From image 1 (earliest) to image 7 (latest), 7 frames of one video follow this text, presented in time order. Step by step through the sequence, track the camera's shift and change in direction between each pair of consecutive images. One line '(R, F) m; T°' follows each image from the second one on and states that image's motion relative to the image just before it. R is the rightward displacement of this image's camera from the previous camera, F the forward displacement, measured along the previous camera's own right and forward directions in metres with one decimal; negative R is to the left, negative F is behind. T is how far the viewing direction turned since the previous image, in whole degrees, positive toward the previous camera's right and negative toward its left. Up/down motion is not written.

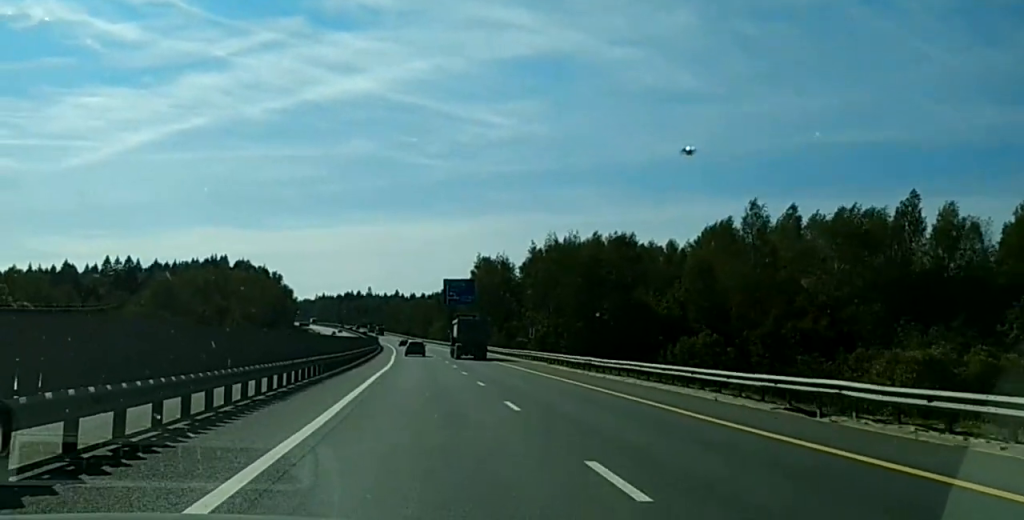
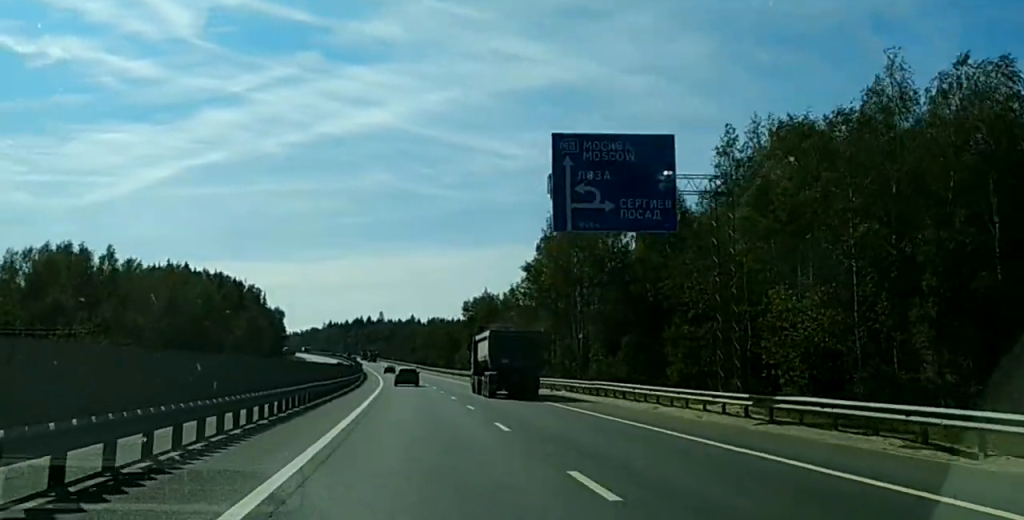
(-1.8, +100.1) m; -2°
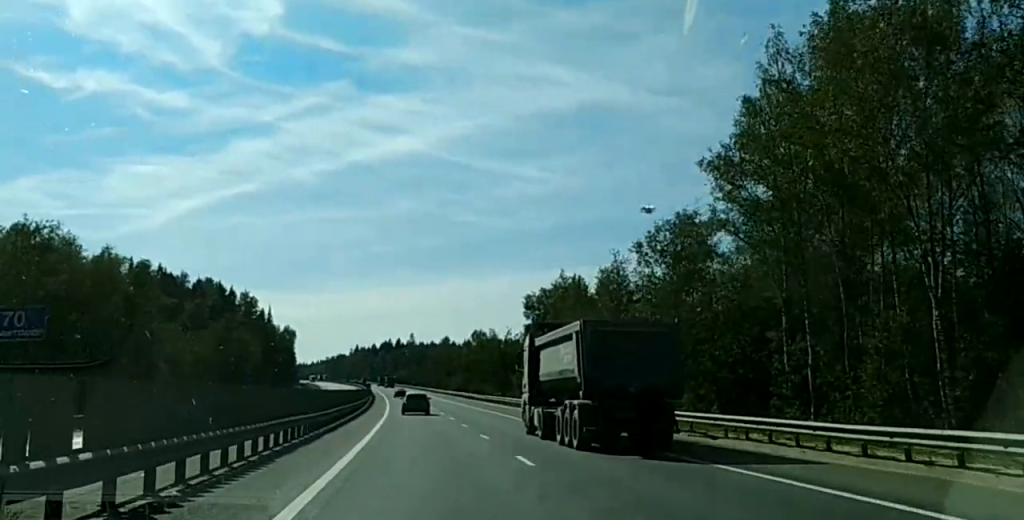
(-1.1, +71.0) m; -2°
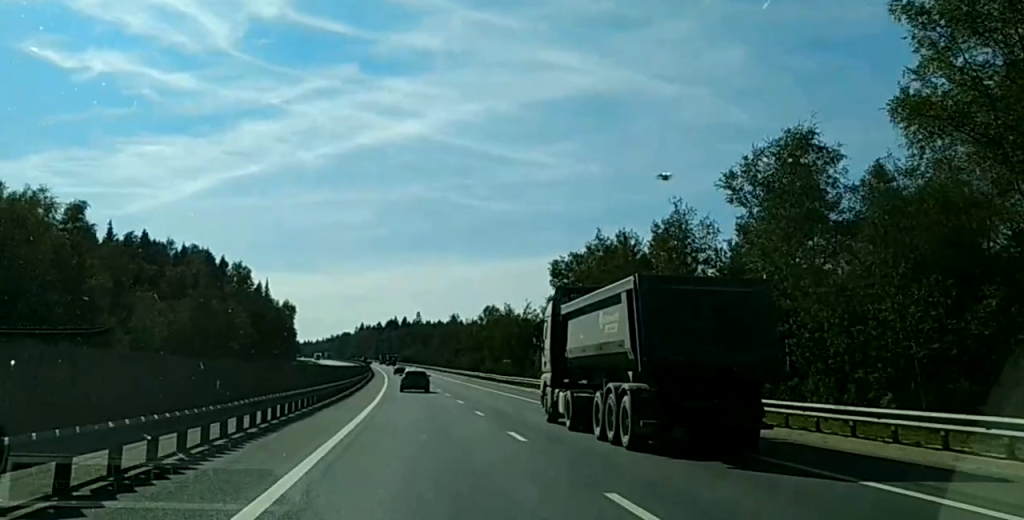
(-0.2, +22.1) m; 0°
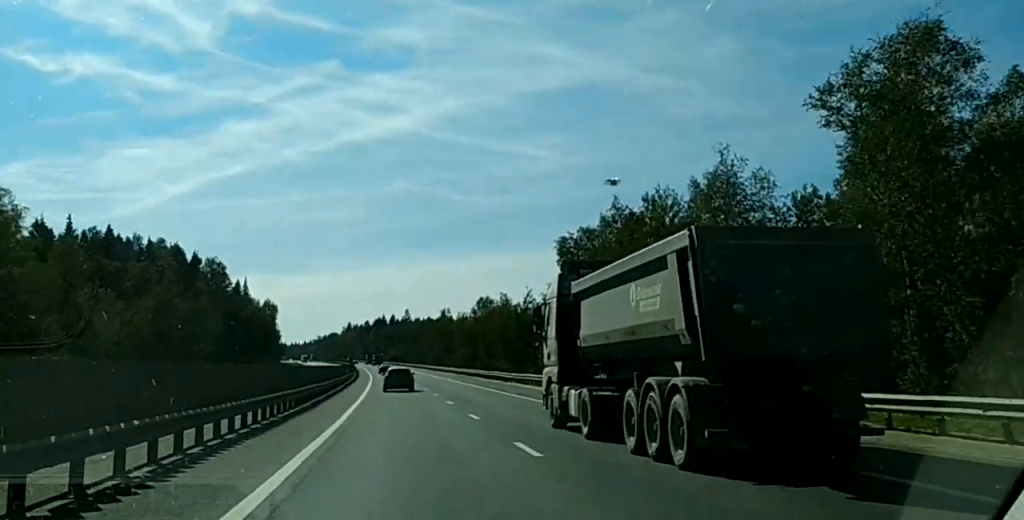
(-0.2, +16.7) m; 0°
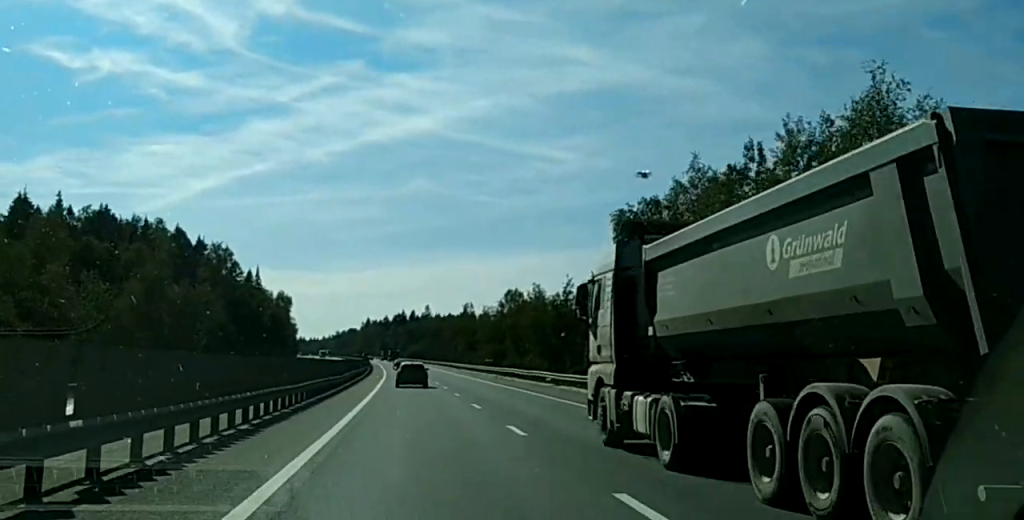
(+0.1, +19.4) m; 0°
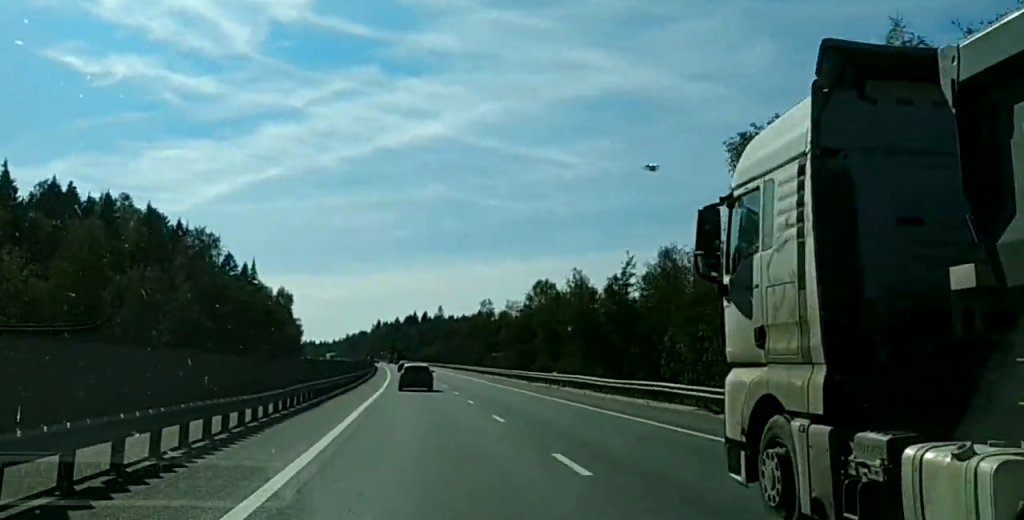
(+0.1, +29.1) m; 0°
